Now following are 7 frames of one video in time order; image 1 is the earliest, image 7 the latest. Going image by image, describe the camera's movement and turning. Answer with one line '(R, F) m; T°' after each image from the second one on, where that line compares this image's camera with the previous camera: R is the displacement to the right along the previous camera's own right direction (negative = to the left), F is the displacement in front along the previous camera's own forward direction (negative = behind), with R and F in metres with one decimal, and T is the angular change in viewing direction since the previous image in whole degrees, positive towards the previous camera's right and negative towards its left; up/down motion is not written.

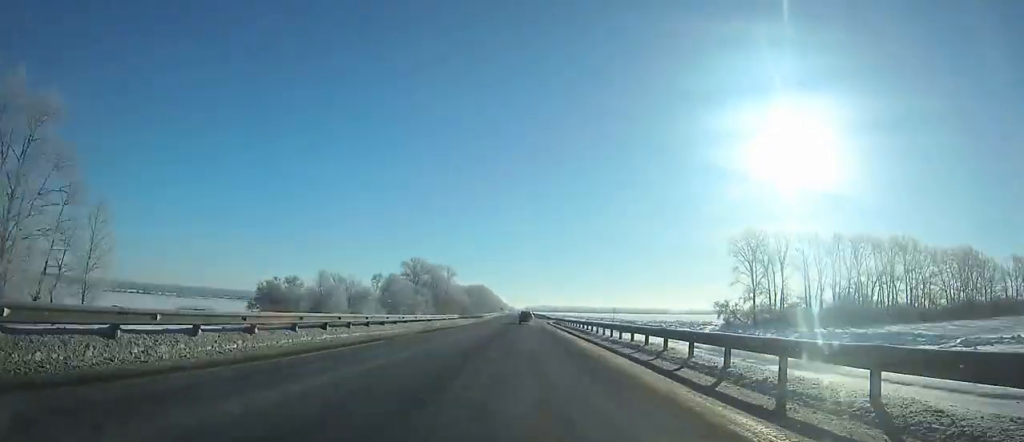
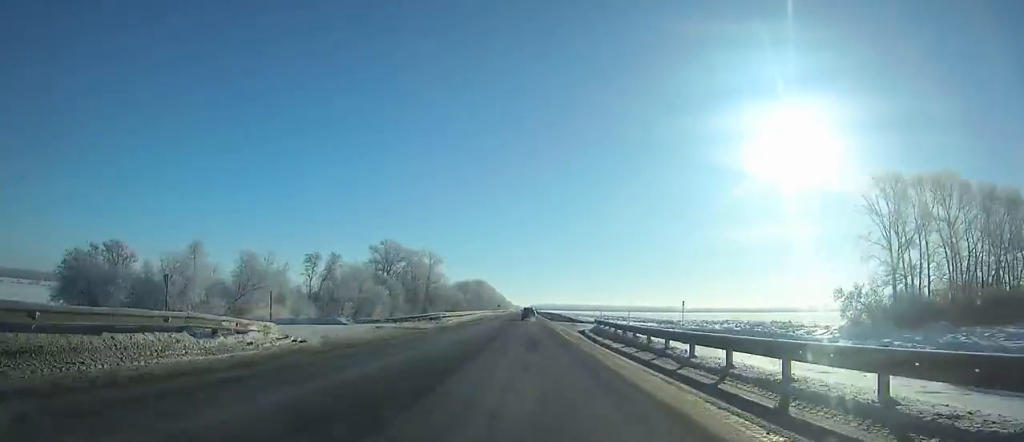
(0.0, +53.1) m; 0°
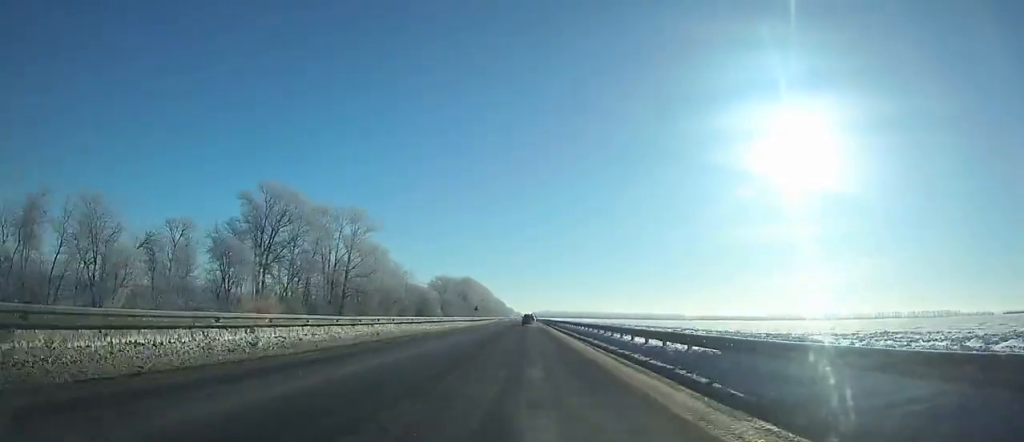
(-0.2, +80.4) m; 0°
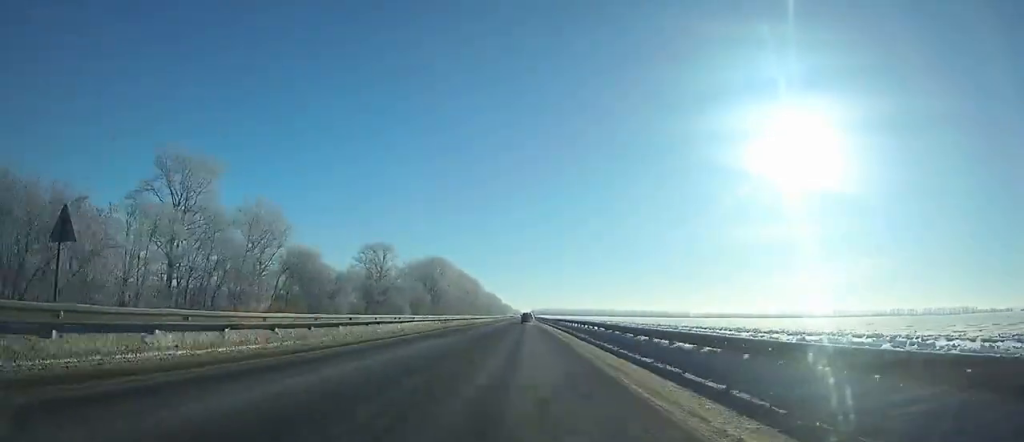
(0.0, +90.6) m; 0°
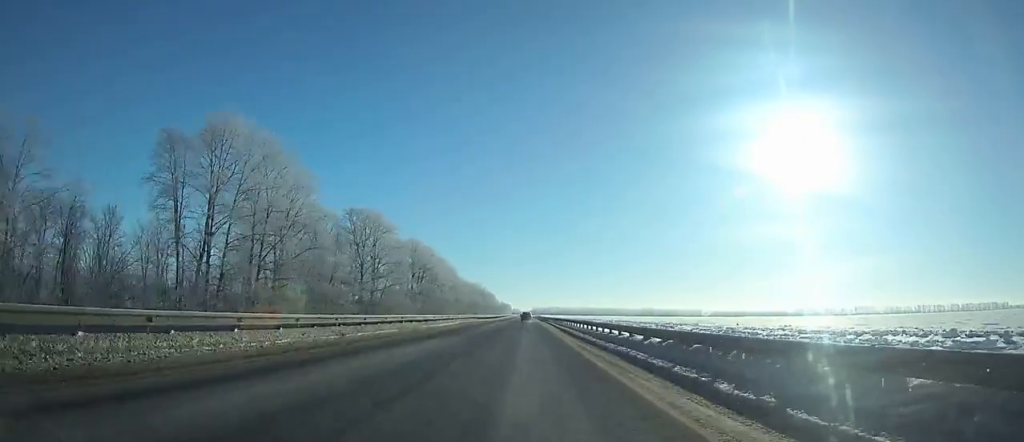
(-0.3, +131.5) m; 0°
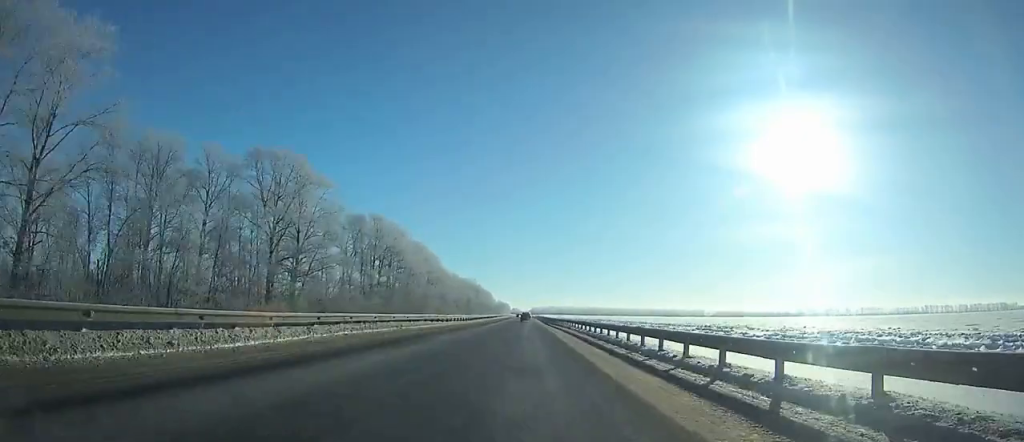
(0.0, +42.5) m; 0°
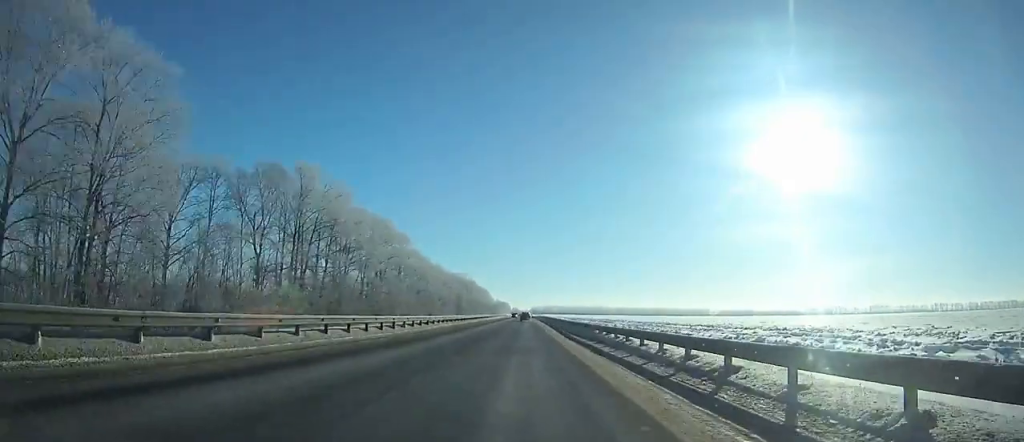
(0.0, +43.6) m; 0°
